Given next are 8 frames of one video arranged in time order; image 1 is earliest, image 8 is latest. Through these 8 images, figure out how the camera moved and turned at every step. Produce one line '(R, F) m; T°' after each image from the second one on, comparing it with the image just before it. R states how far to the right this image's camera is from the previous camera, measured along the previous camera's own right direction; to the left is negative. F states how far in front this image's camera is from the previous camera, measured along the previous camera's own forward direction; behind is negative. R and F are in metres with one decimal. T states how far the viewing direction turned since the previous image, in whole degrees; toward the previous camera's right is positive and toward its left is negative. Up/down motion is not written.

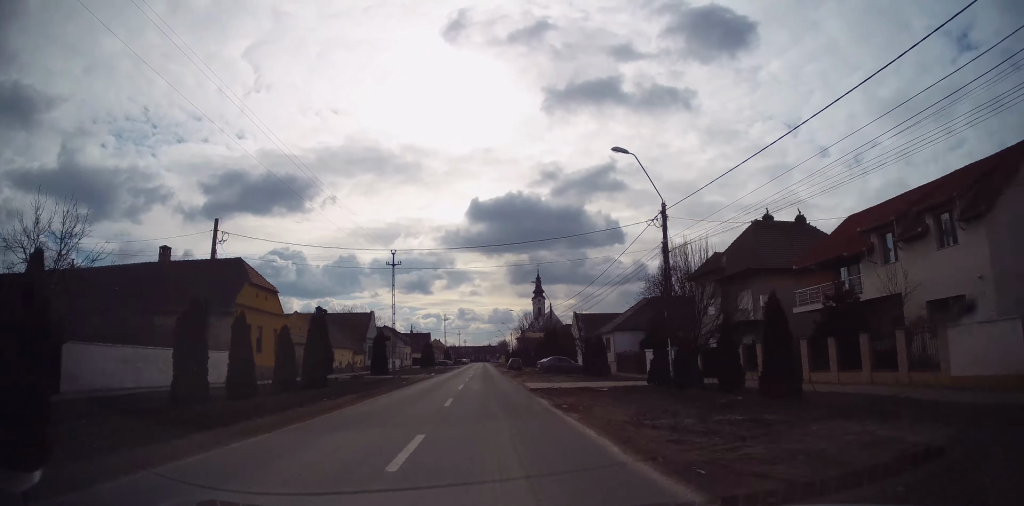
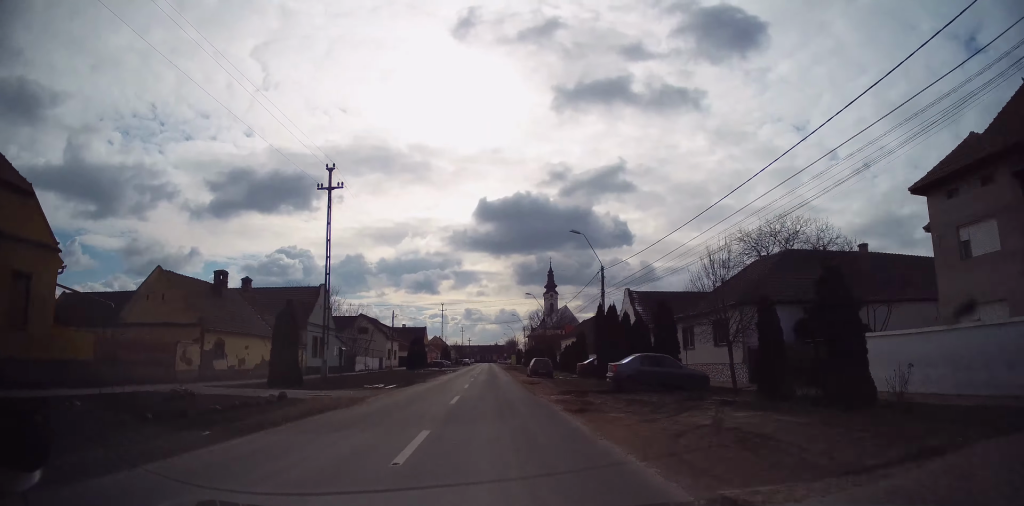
(-0.2, +25.9) m; 0°
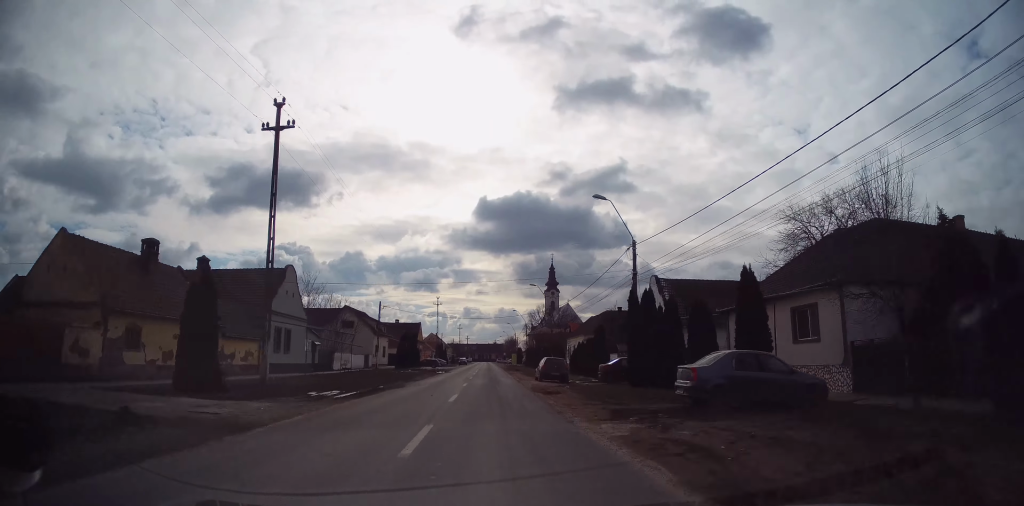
(+0.1, +8.5) m; 0°
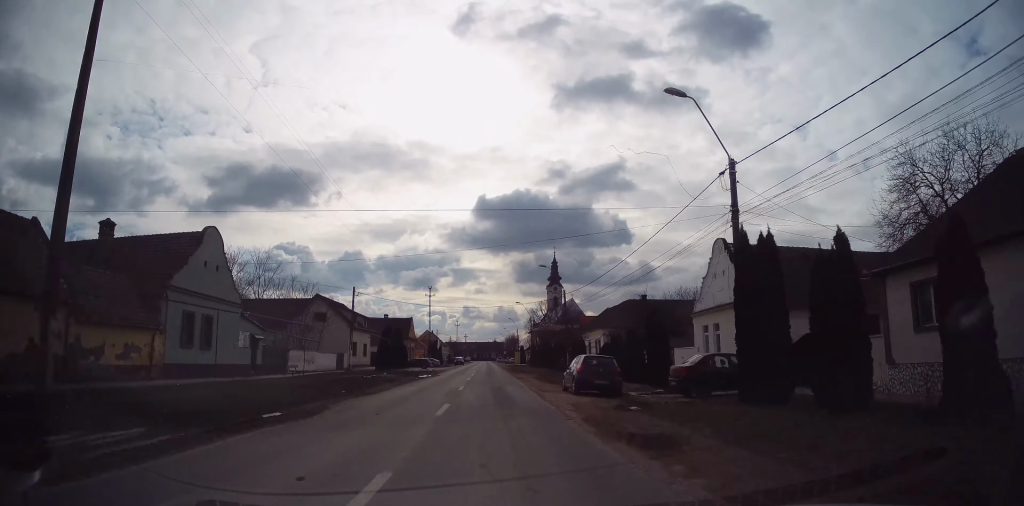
(0.0, +12.7) m; 0°
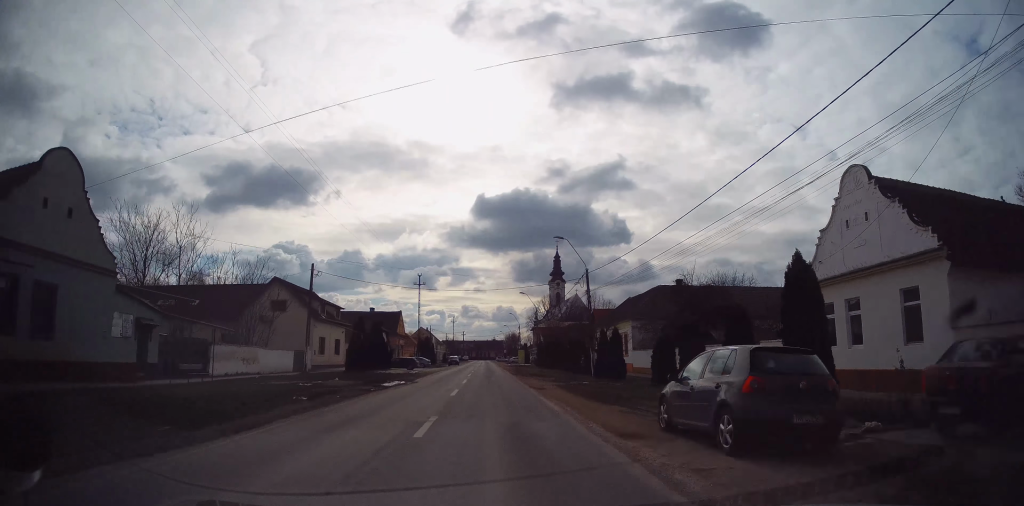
(0.0, +12.6) m; 0°
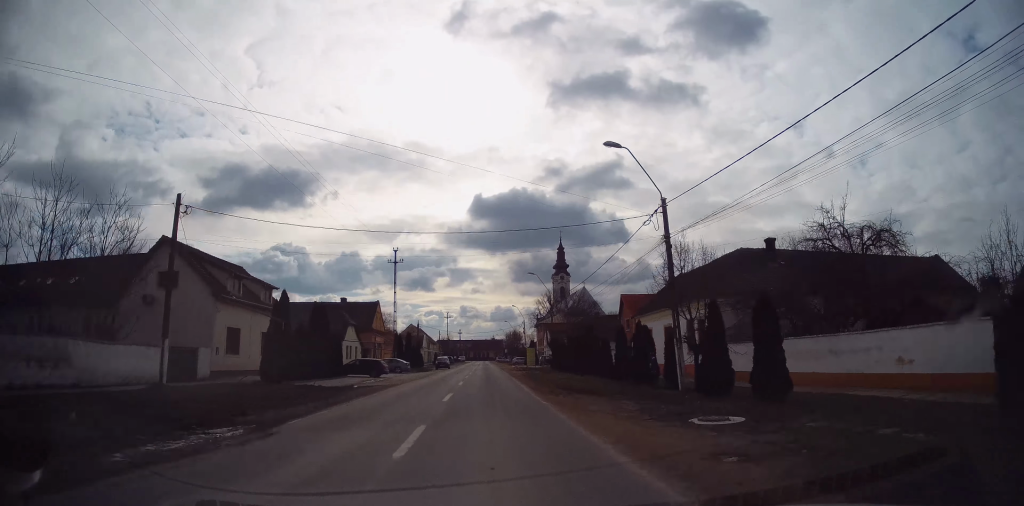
(0.0, +18.6) m; -1°
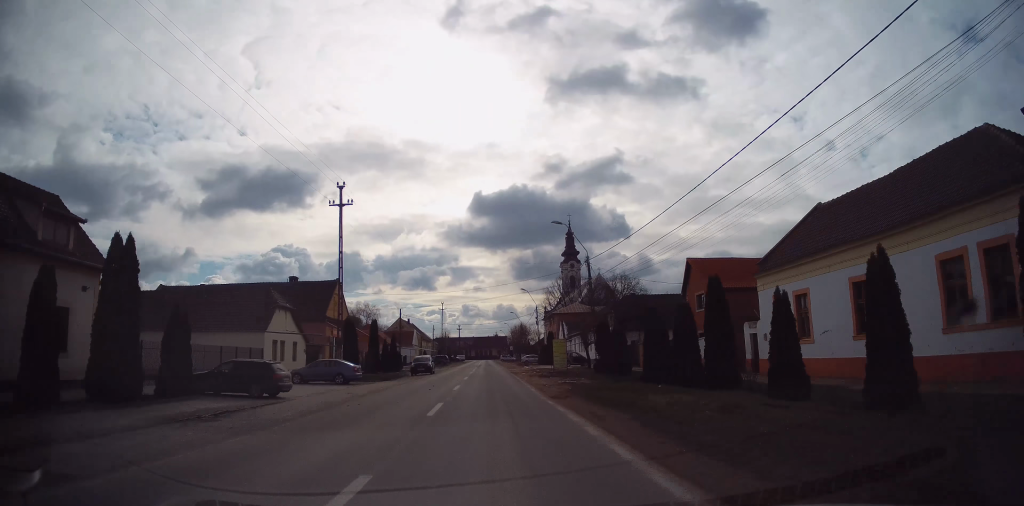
(-0.6, +21.8) m; 0°
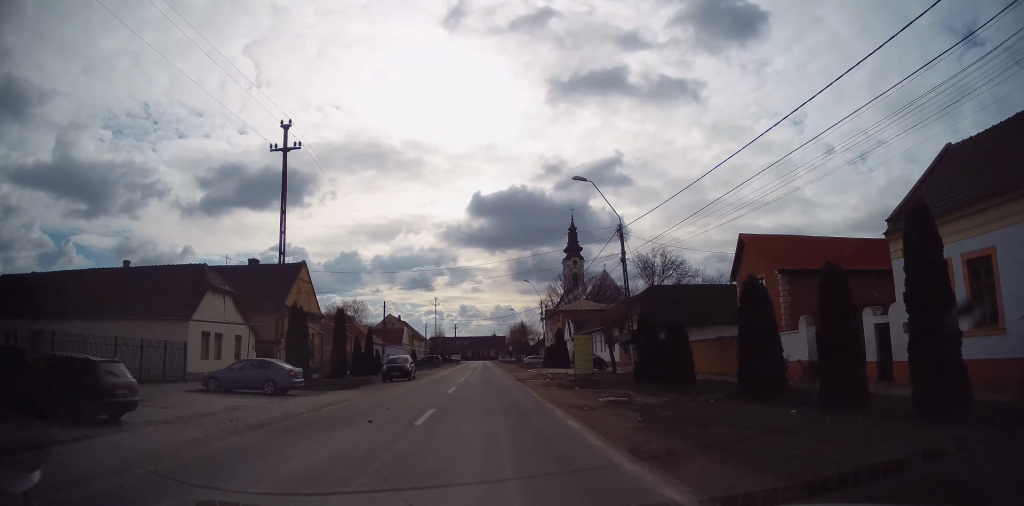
(+0.3, +10.1) m; 0°
